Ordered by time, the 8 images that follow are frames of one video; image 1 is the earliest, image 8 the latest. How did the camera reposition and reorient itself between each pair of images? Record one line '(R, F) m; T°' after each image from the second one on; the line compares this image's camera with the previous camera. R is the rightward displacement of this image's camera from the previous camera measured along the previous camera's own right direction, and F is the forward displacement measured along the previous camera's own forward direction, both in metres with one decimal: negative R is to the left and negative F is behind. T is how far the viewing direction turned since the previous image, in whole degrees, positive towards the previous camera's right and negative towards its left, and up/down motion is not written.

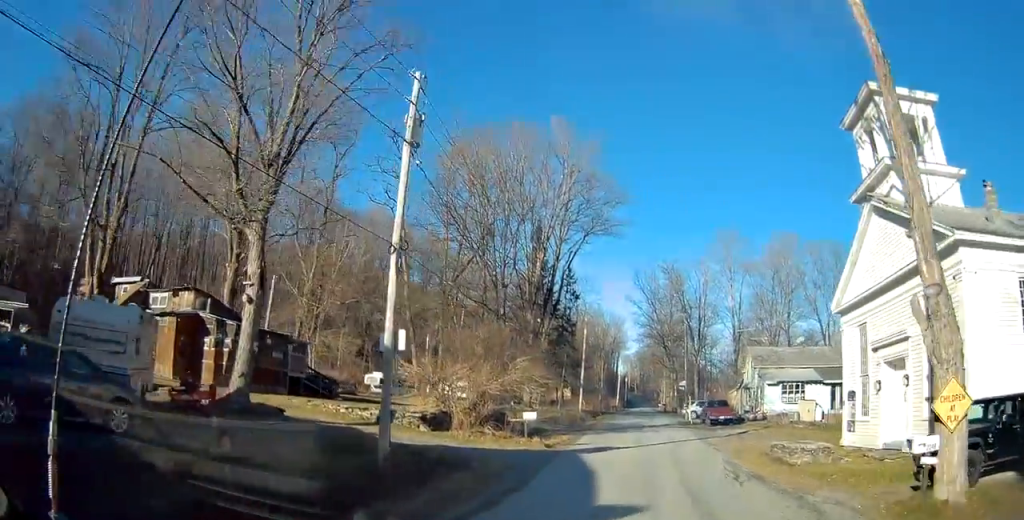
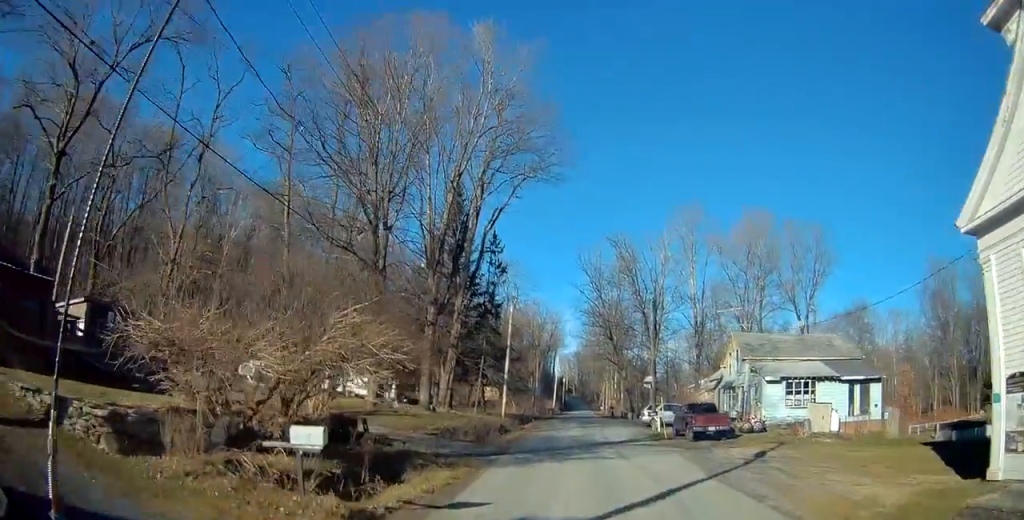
(+0.7, +13.5) m; +5°
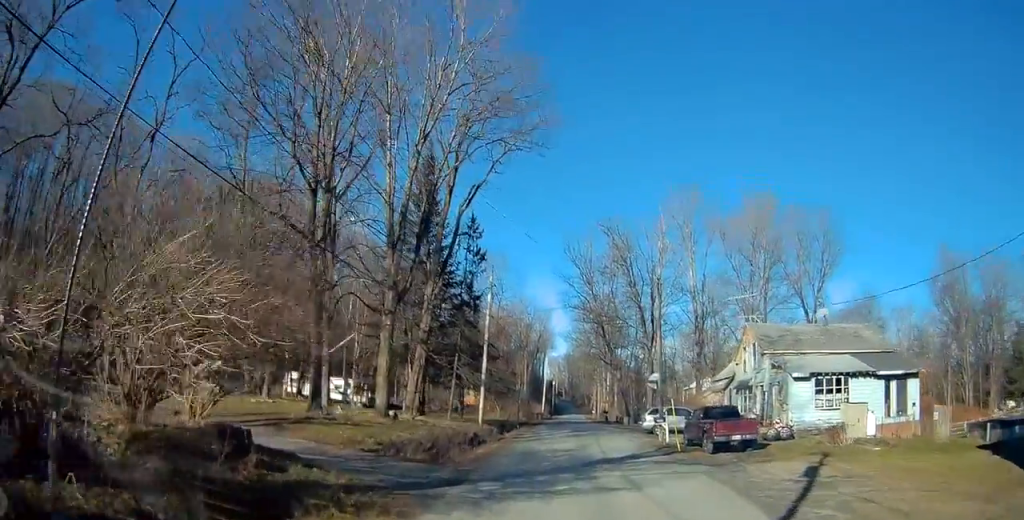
(+0.3, +5.6) m; +1°
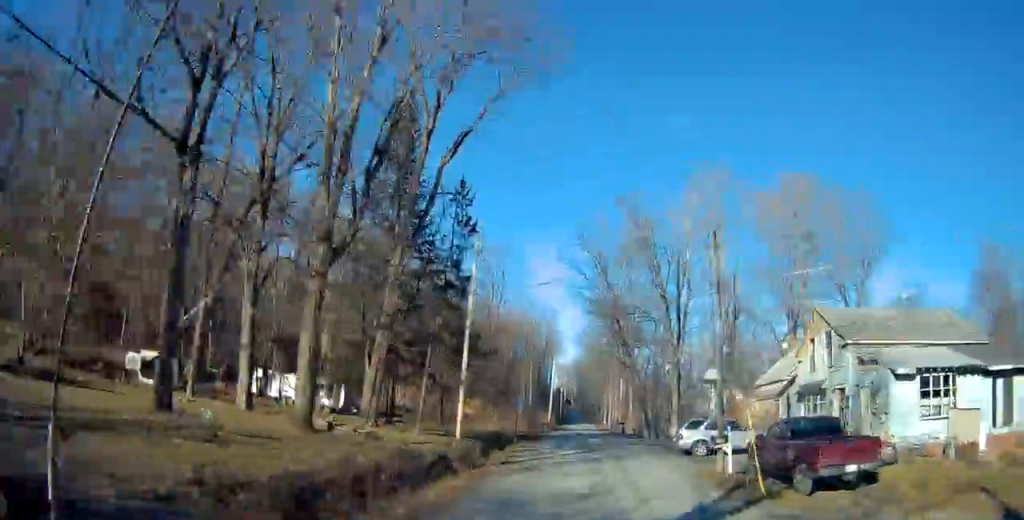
(-0.2, +8.8) m; -1°
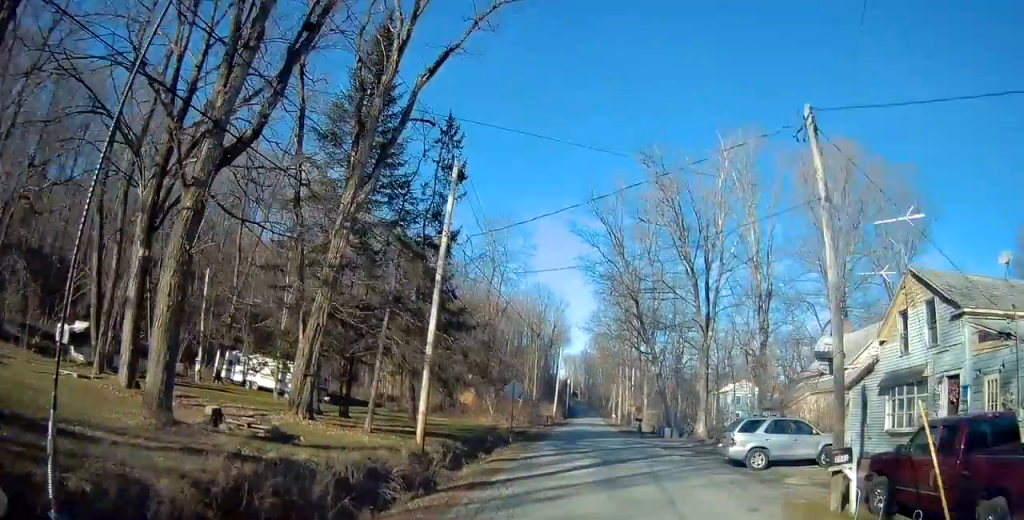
(0.0, +7.3) m; 0°
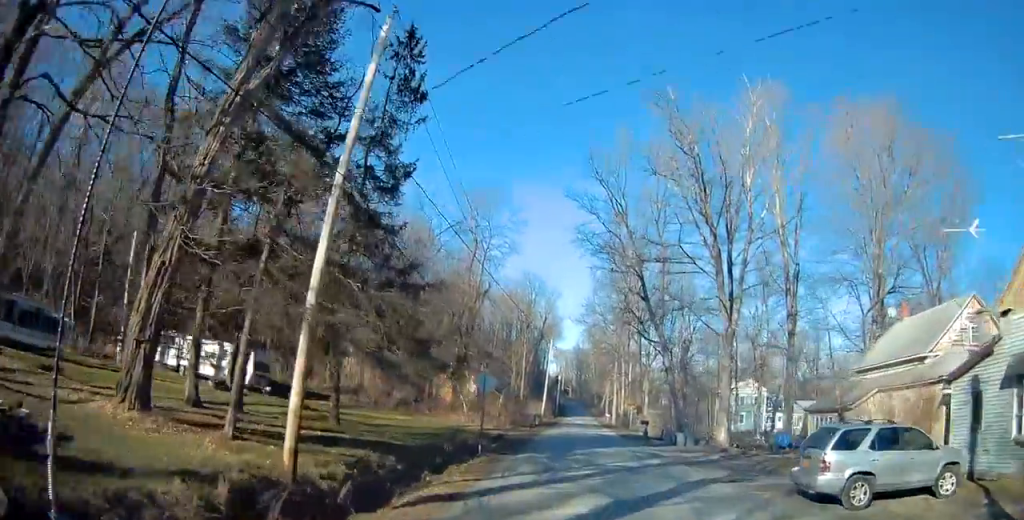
(0.0, +7.4) m; 0°
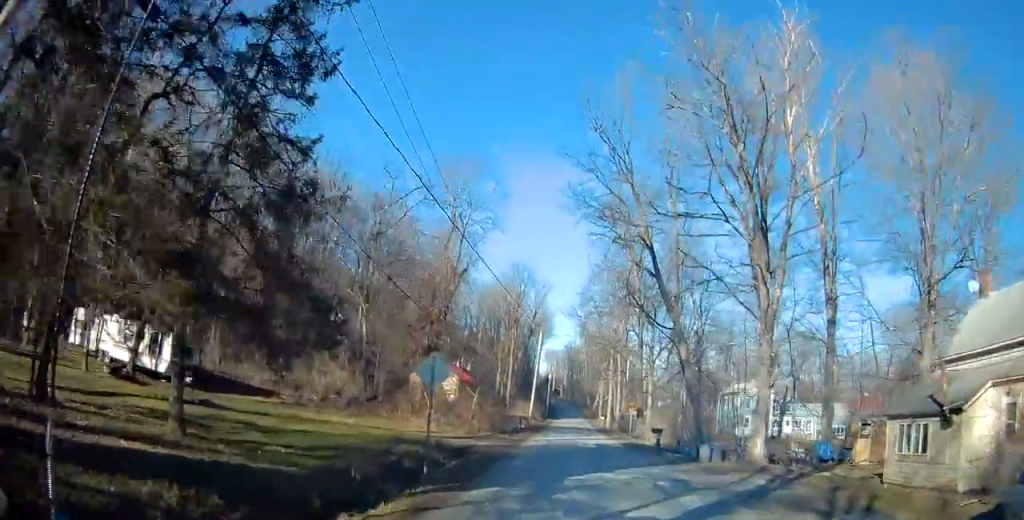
(0.0, +7.3) m; +1°
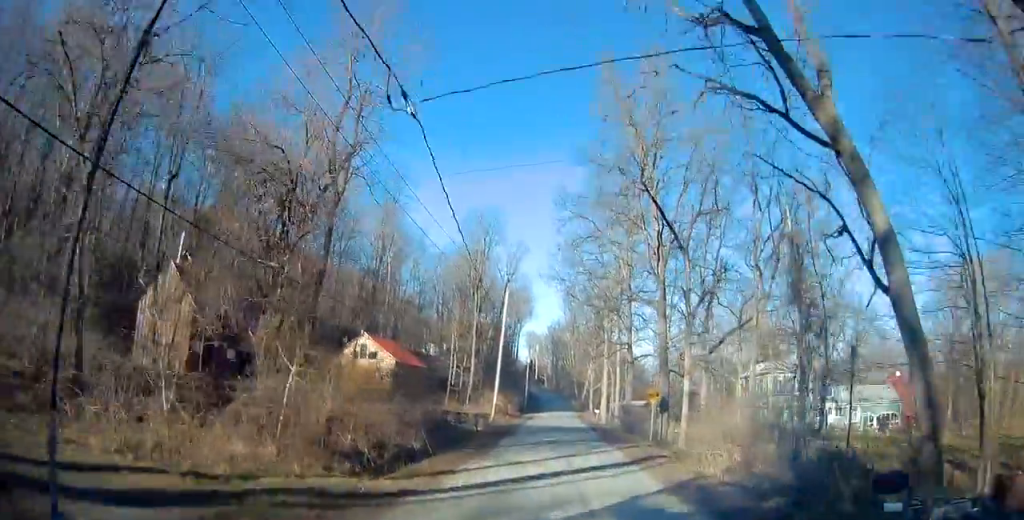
(+0.6, +19.9) m; +2°
